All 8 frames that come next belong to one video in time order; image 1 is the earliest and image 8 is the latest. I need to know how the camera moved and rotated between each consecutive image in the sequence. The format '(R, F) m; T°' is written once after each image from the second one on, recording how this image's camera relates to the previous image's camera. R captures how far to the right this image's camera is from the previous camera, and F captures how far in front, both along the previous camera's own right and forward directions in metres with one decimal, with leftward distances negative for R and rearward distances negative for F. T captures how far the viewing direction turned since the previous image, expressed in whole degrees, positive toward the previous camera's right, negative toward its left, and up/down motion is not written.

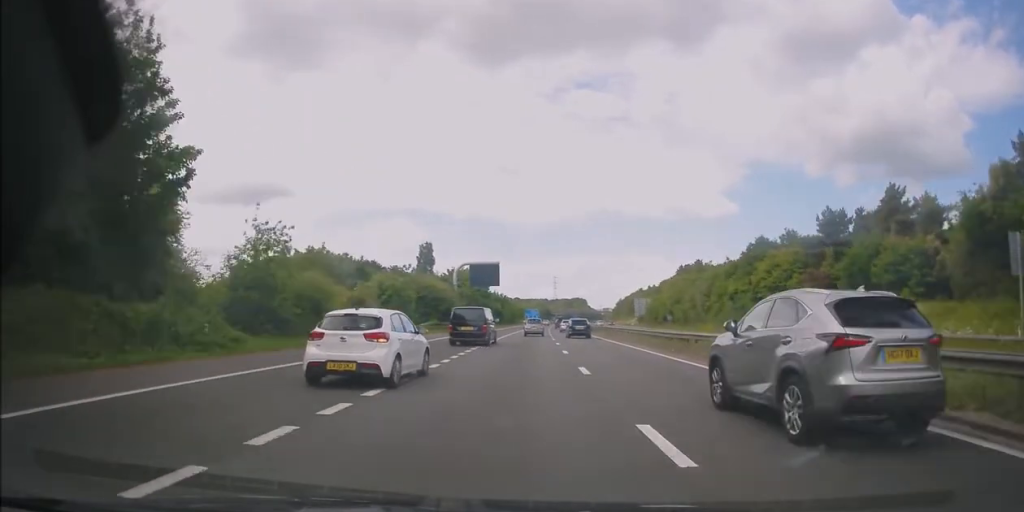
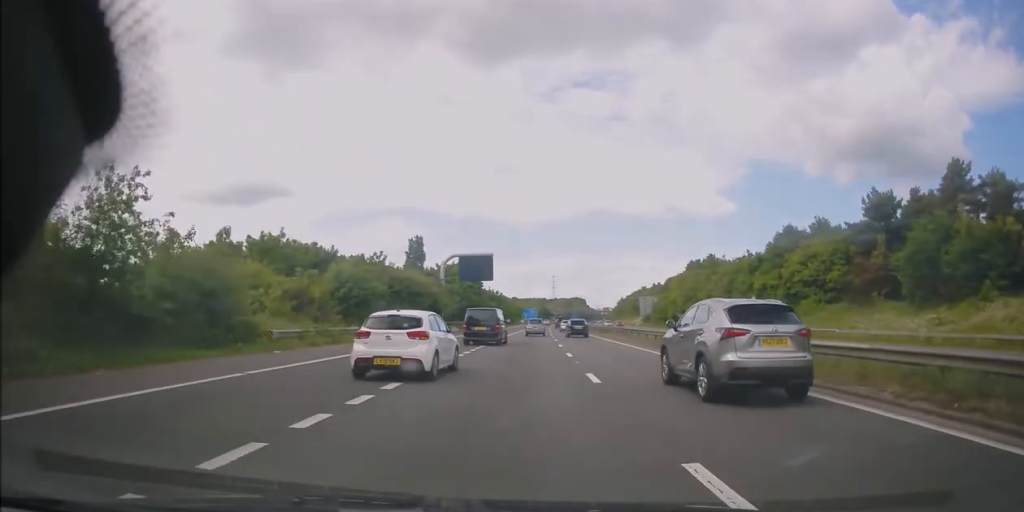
(0.0, +11.1) m; 0°
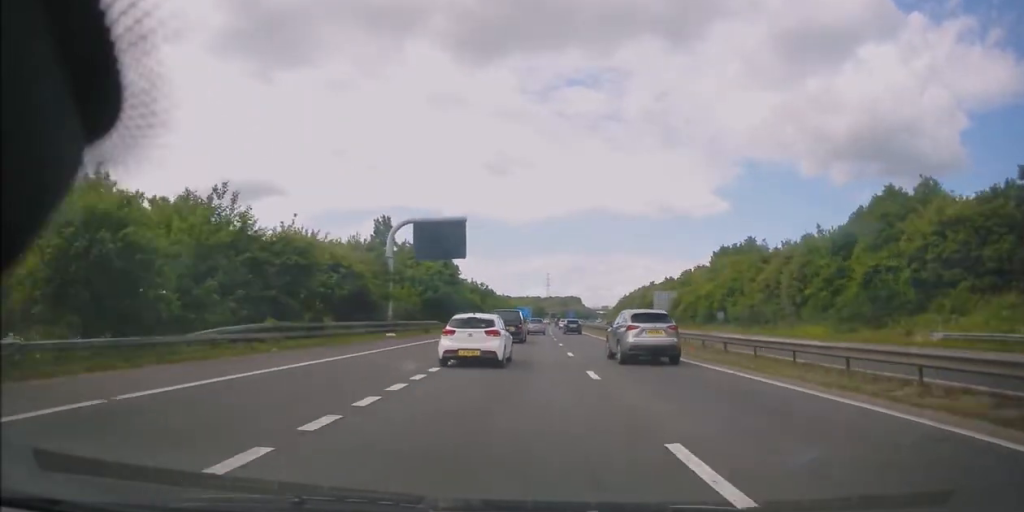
(+0.2, +26.5) m; +1°
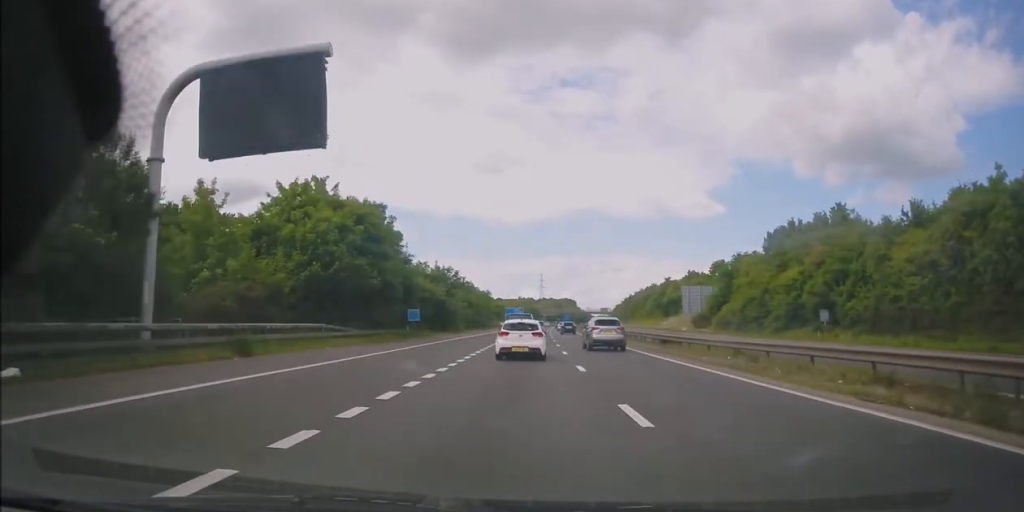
(+0.3, +33.4) m; +1°
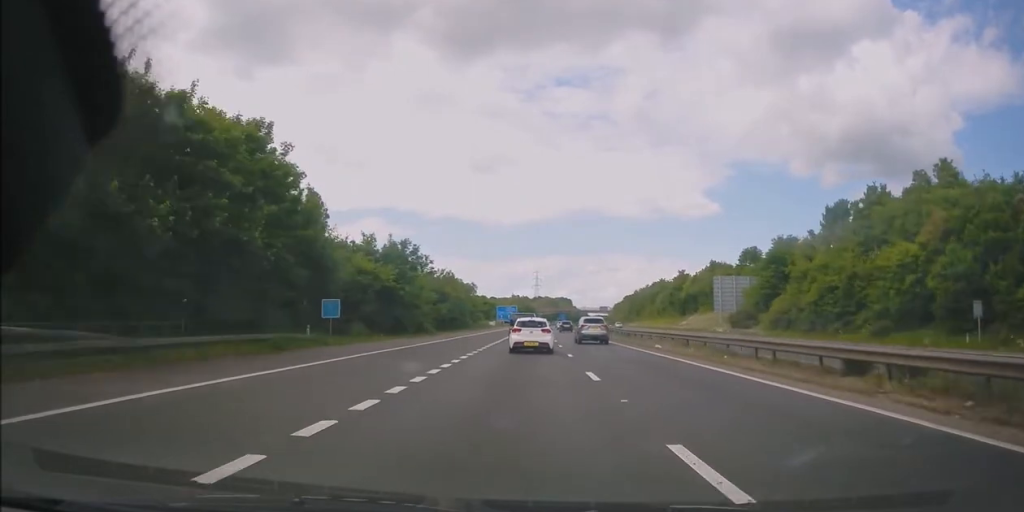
(+0.1, +22.0) m; 0°
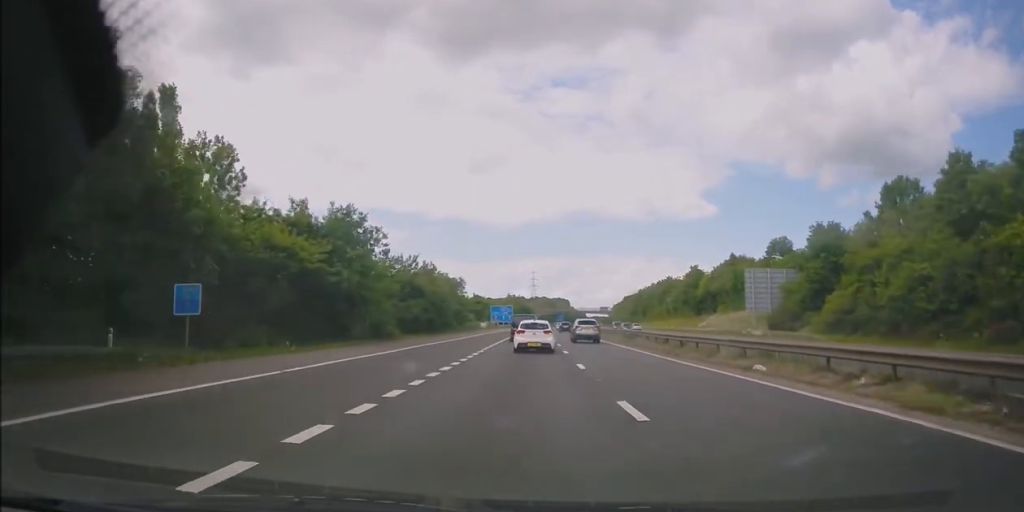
(-0.1, +14.6) m; 0°
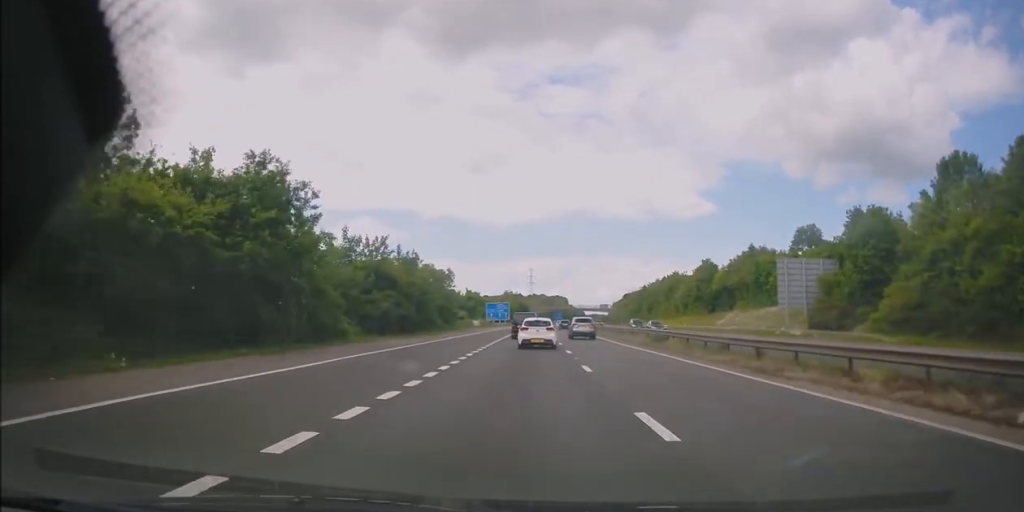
(-0.2, +10.8) m; 0°
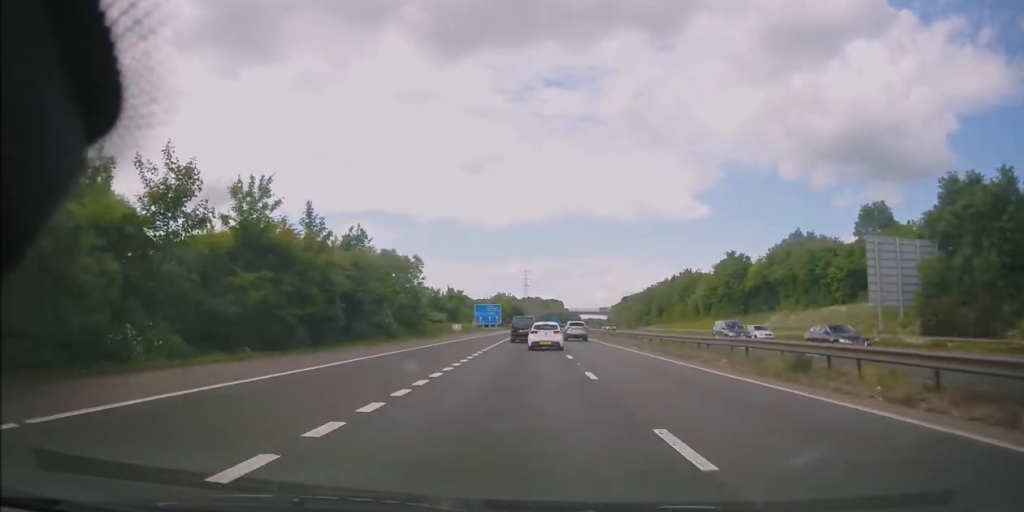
(+0.4, +19.5) m; +1°
